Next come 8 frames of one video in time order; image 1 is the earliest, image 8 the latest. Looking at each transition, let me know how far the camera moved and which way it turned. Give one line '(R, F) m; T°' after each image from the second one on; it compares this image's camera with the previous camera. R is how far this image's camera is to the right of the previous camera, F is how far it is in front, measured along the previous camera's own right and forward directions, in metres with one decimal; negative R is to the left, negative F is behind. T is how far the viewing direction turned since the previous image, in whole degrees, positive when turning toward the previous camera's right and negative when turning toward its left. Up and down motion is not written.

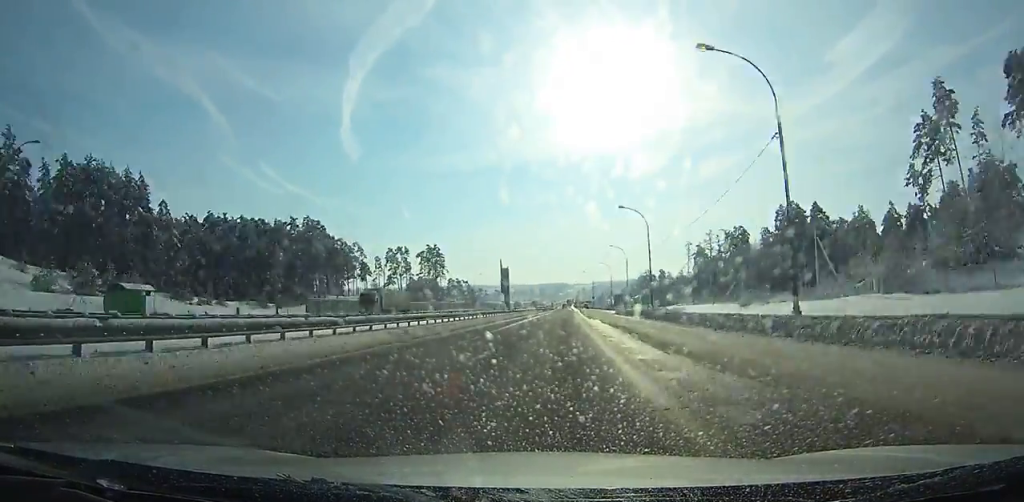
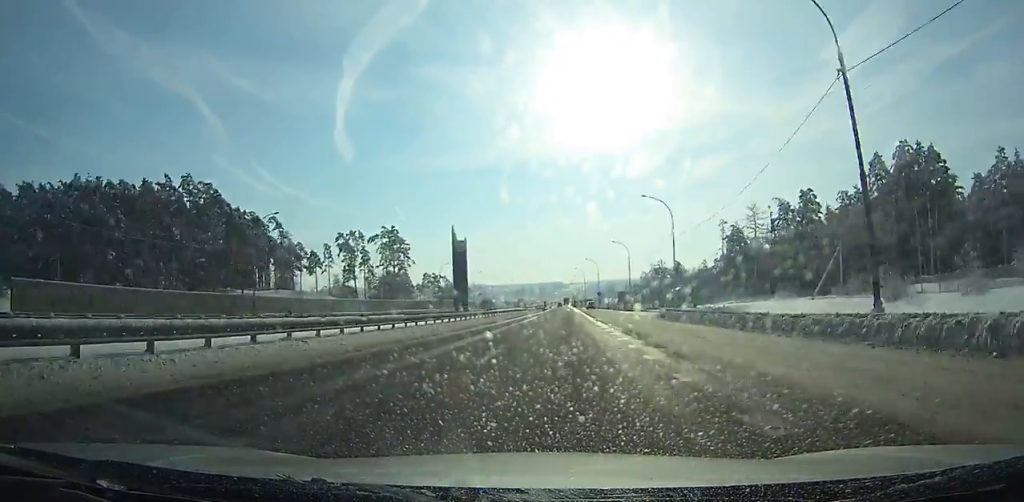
(+0.2, +47.5) m; 0°
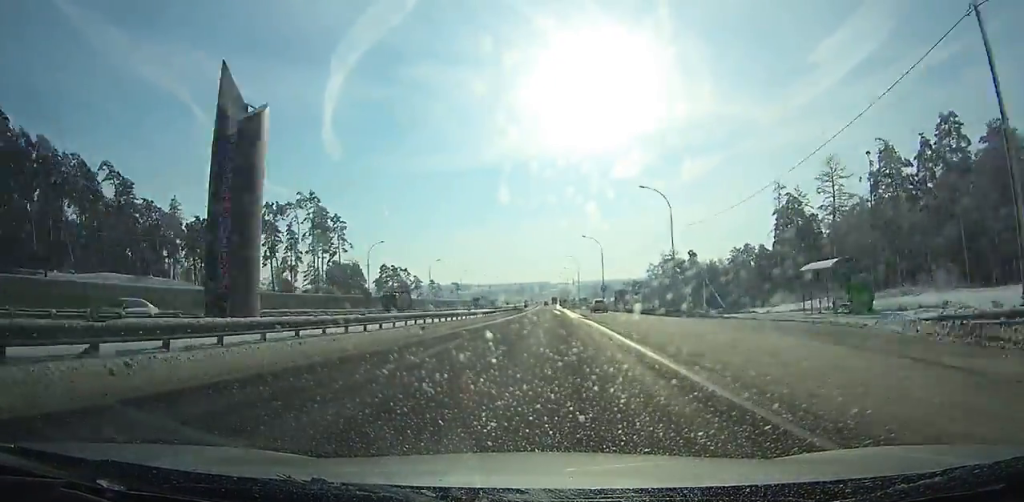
(+0.2, +46.7) m; 0°
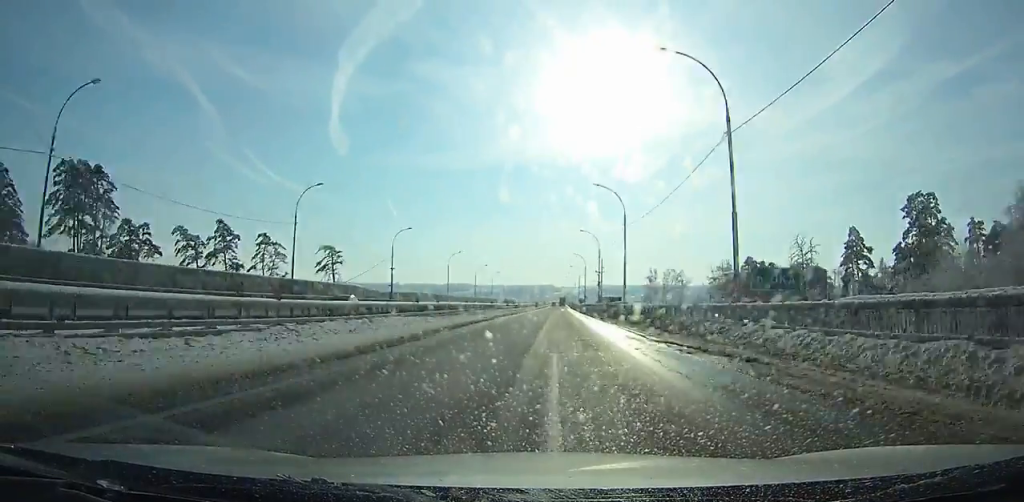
(-0.1, +154.2) m; 0°
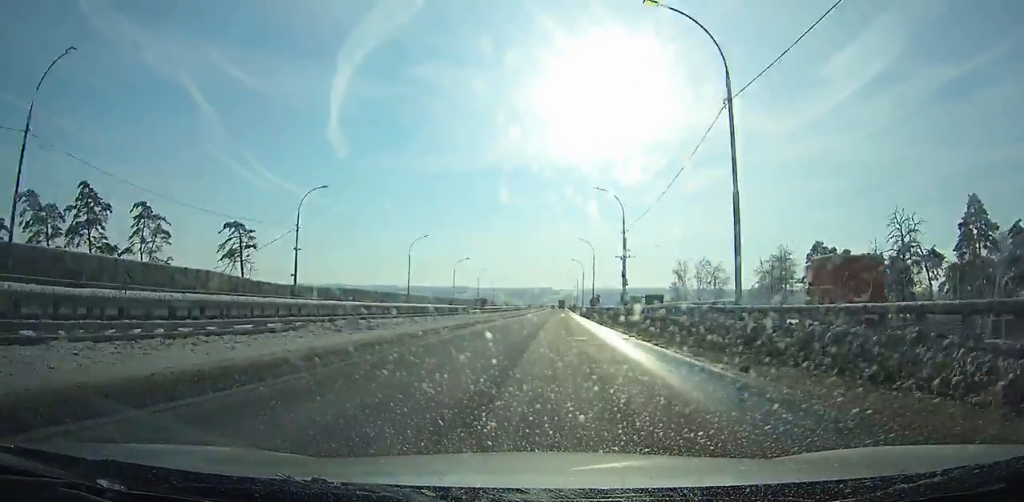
(+0.2, +33.5) m; 0°
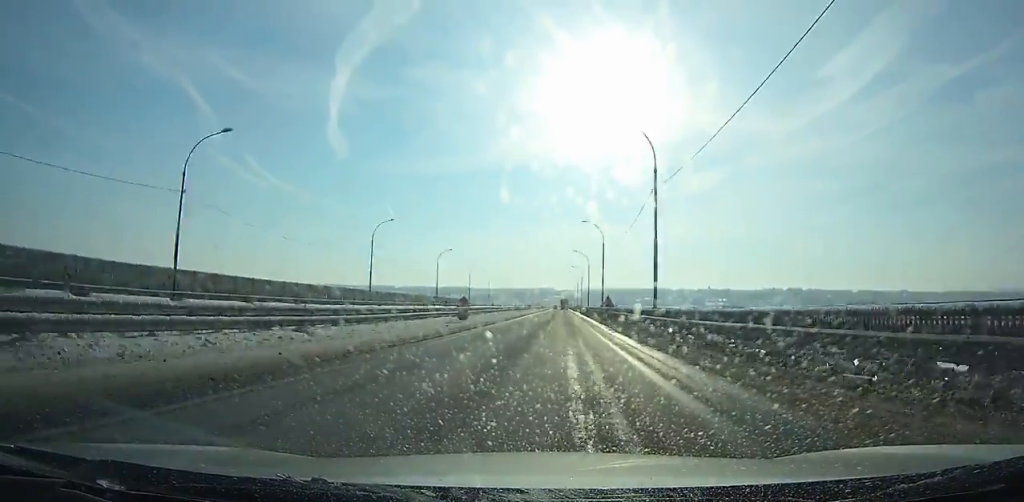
(+0.3, +104.4) m; 0°
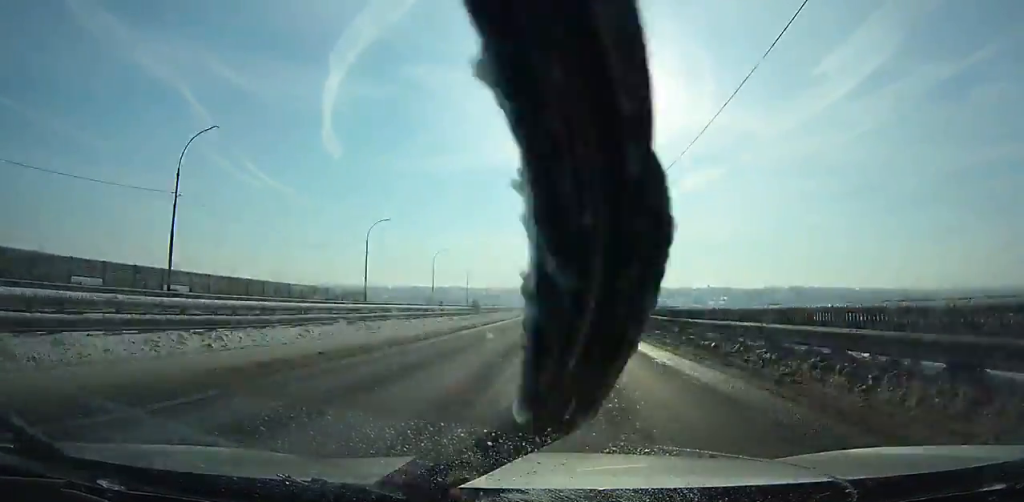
(-0.1, +84.2) m; 0°
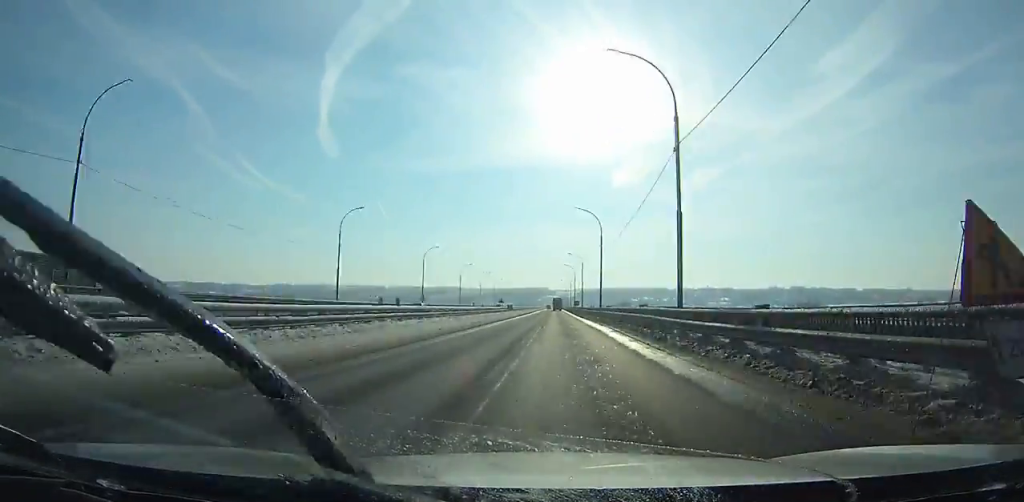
(+0.1, +51.5) m; 0°
